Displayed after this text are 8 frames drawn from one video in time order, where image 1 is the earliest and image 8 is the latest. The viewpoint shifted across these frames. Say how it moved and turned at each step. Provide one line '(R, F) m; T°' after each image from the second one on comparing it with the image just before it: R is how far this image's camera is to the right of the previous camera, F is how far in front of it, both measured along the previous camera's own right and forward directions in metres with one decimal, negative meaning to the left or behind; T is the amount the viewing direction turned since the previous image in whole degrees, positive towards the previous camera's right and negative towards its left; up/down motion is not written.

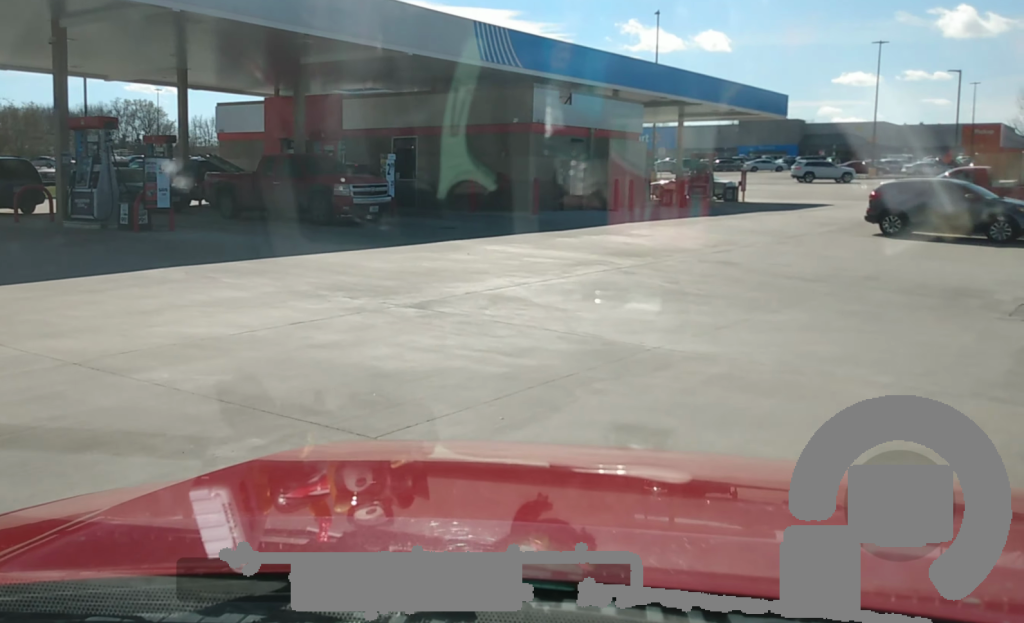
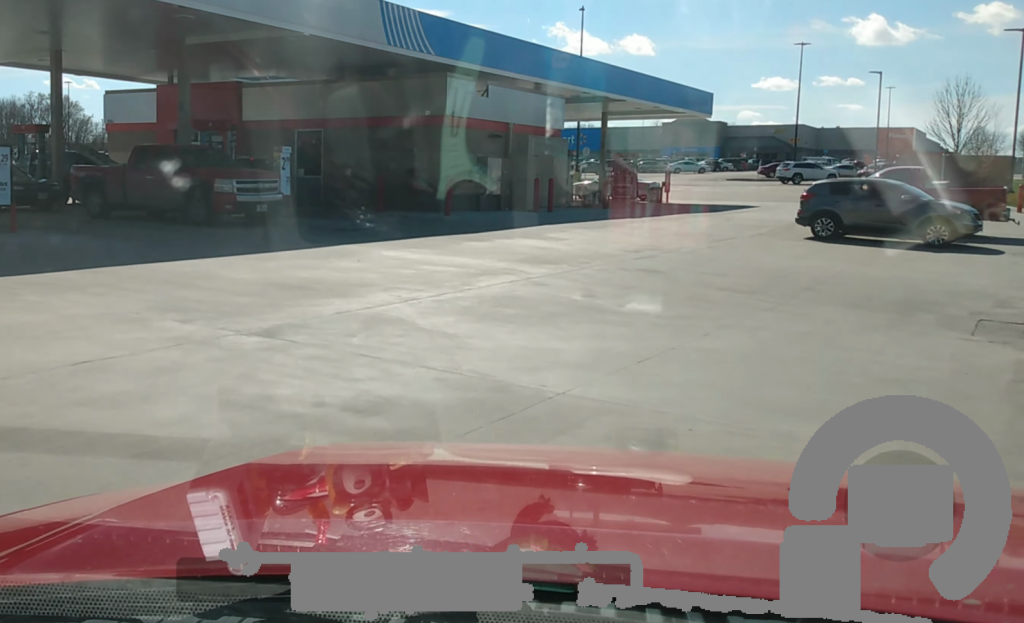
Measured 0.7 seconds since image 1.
(+0.3, +2.8) m; +3°
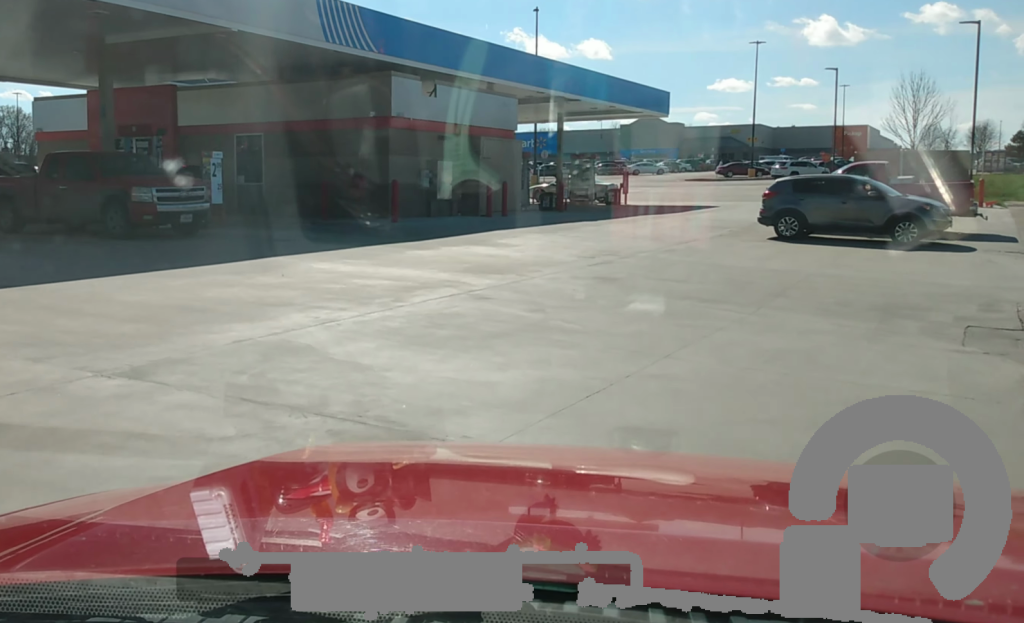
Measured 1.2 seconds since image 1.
(0.0, +1.8) m; 0°
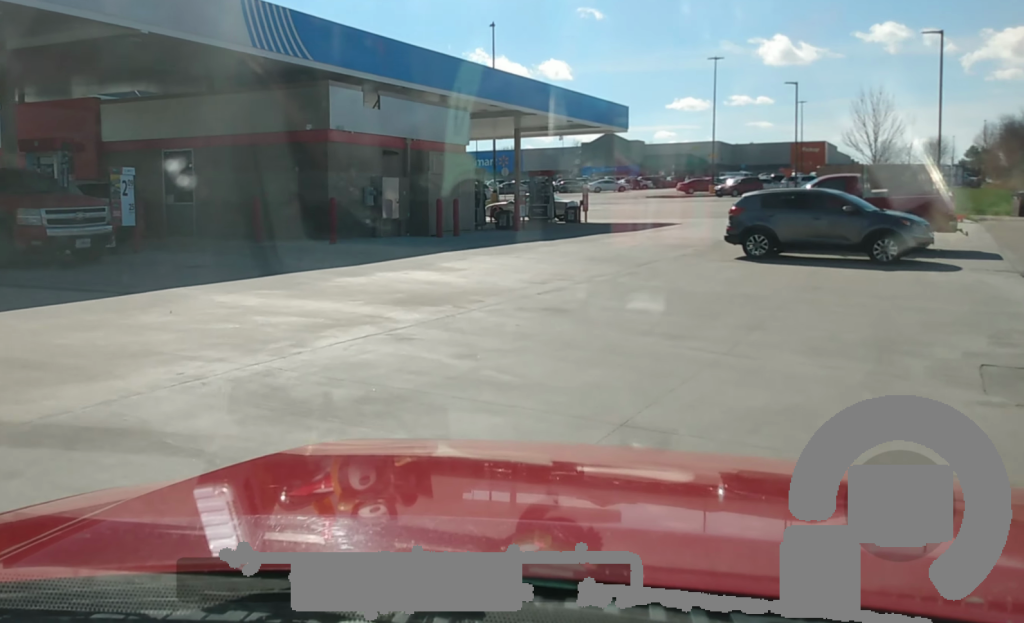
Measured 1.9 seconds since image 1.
(-0.1, +2.6) m; -2°
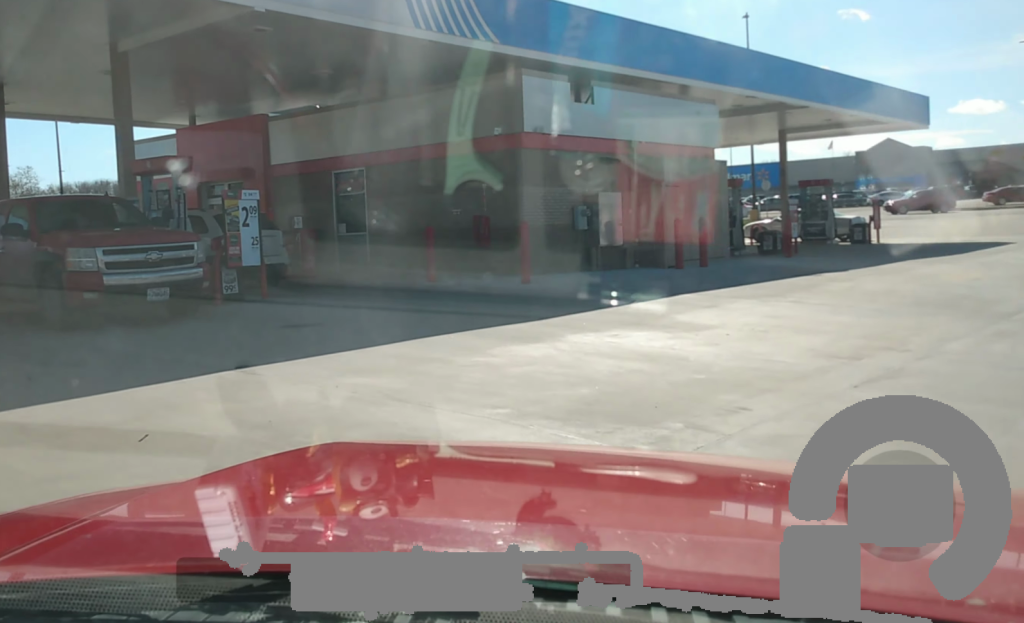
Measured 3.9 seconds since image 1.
(-1.1, +5.4) m; -29°
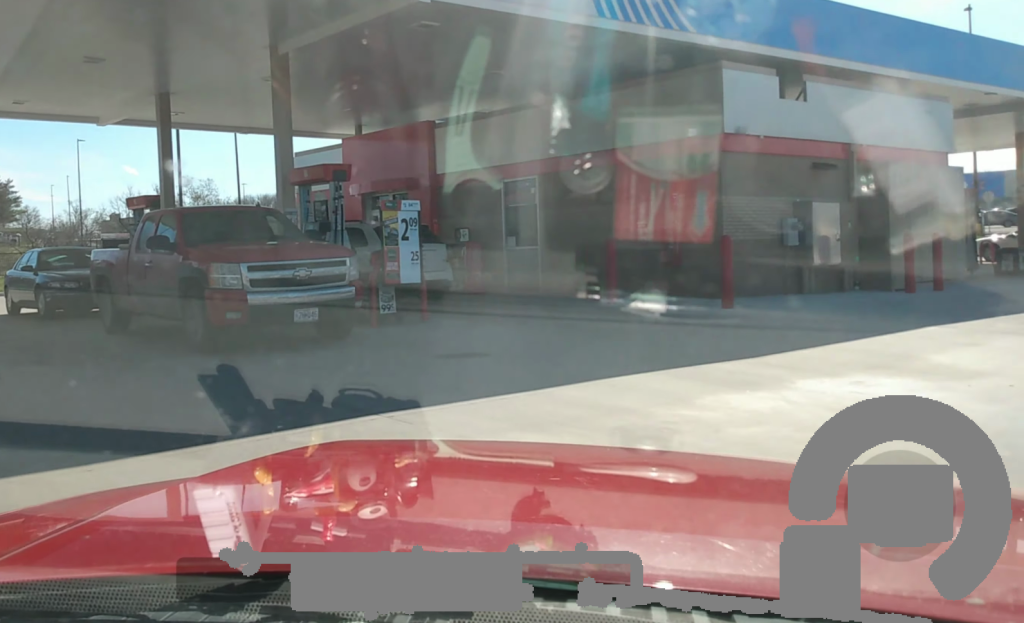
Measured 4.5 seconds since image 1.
(-0.1, +1.4) m; -12°
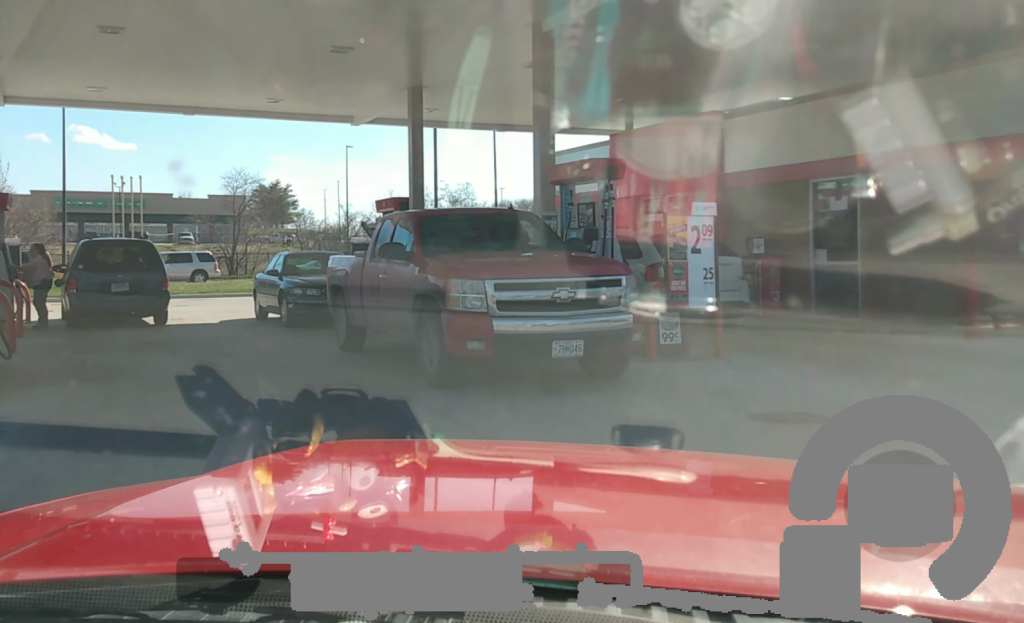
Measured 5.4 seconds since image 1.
(-0.3, +1.9) m; -16°
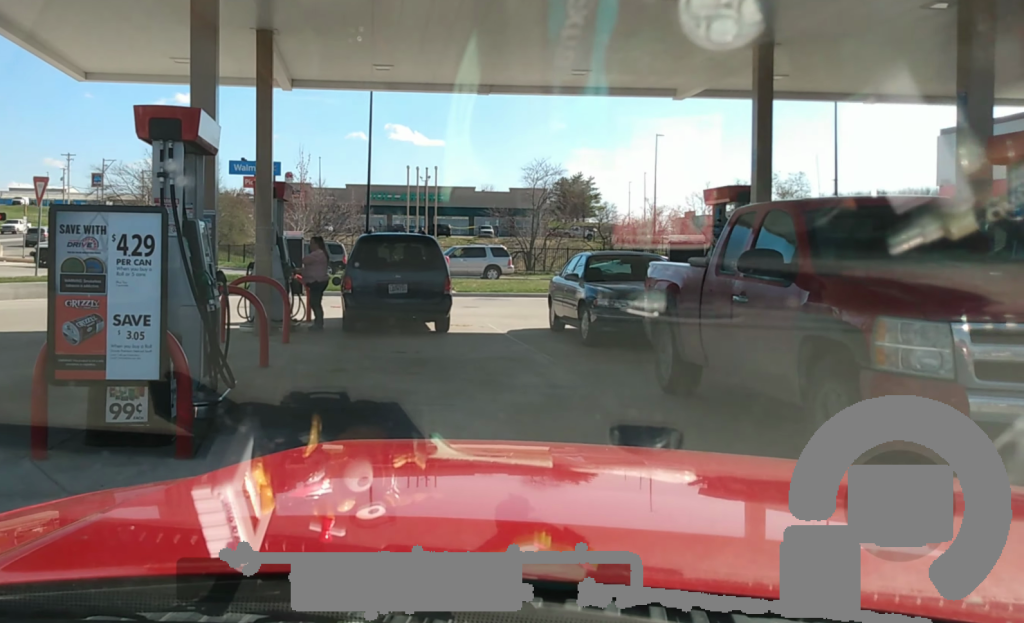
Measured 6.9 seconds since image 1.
(-0.3, +2.5) m; 0°
